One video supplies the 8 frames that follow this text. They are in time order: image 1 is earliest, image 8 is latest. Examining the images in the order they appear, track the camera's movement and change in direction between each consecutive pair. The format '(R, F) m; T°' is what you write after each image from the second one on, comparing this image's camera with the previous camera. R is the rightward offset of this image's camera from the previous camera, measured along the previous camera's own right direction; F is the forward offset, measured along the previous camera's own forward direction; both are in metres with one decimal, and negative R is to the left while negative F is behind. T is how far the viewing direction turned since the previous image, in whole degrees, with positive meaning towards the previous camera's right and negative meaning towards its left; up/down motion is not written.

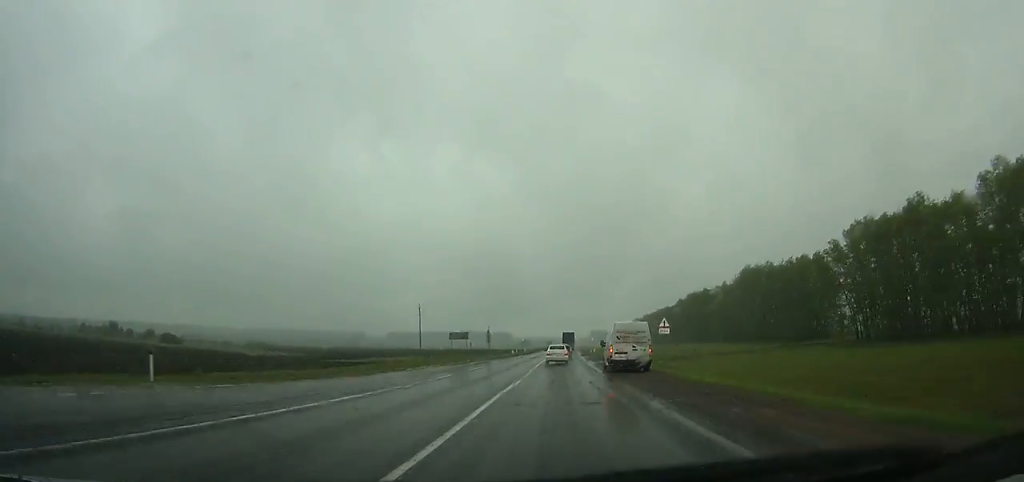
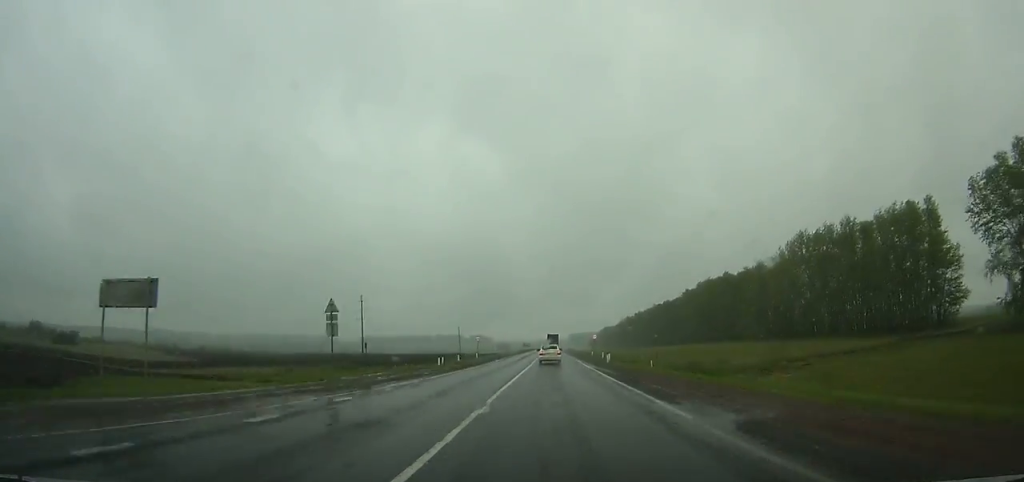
(+0.3, +58.7) m; +1°
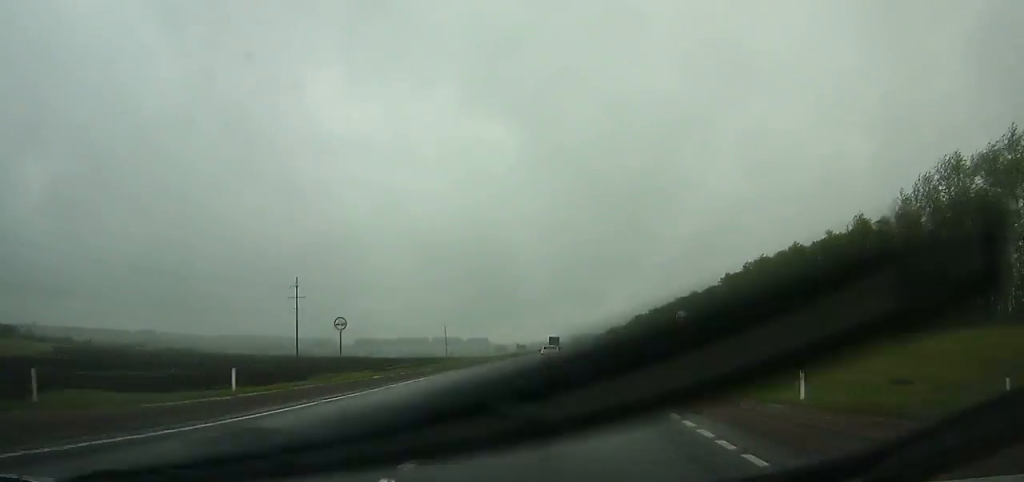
(+0.5, +59.0) m; +1°
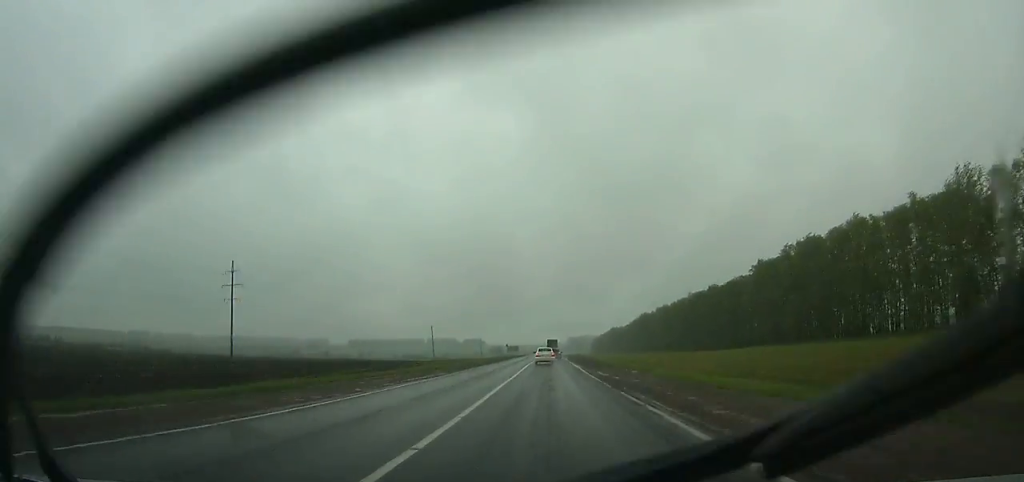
(0.0, +33.0) m; 0°
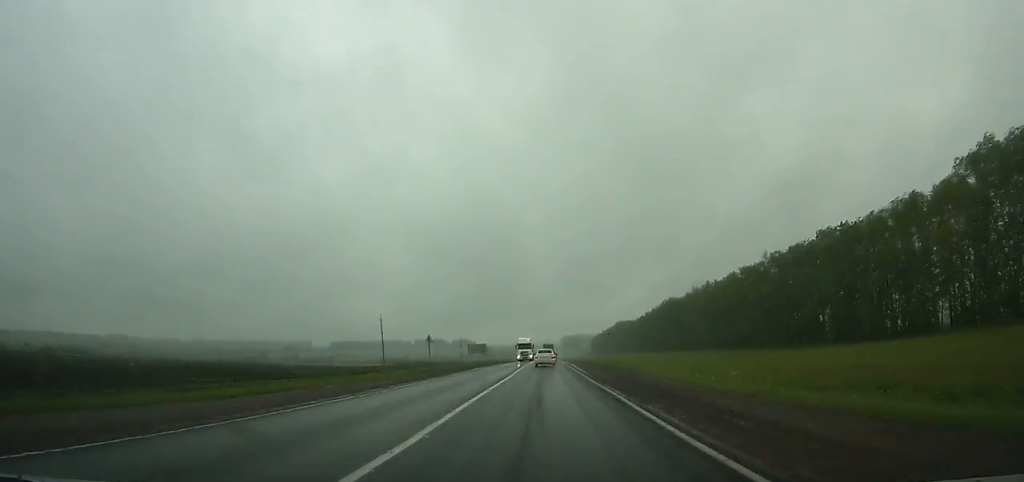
(+0.4, +90.6) m; 0°
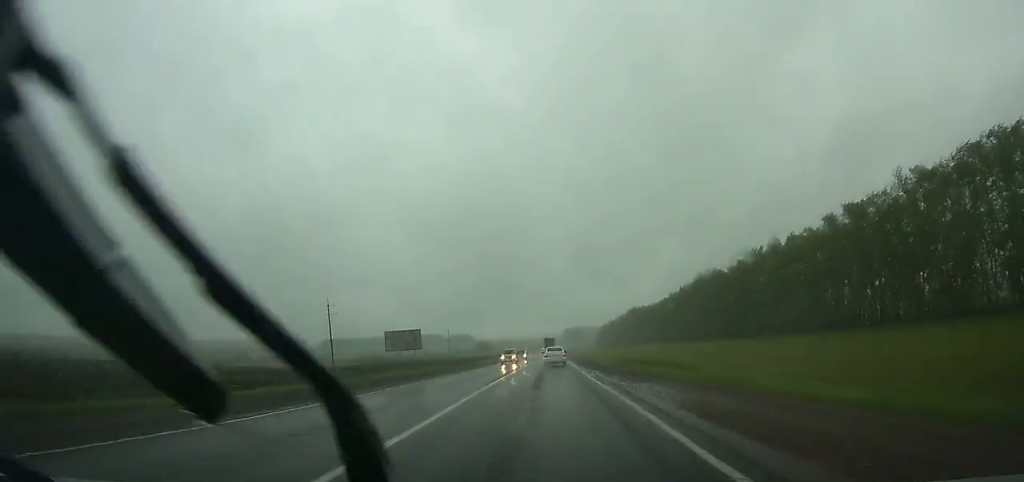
(+0.1, +62.1) m; 0°
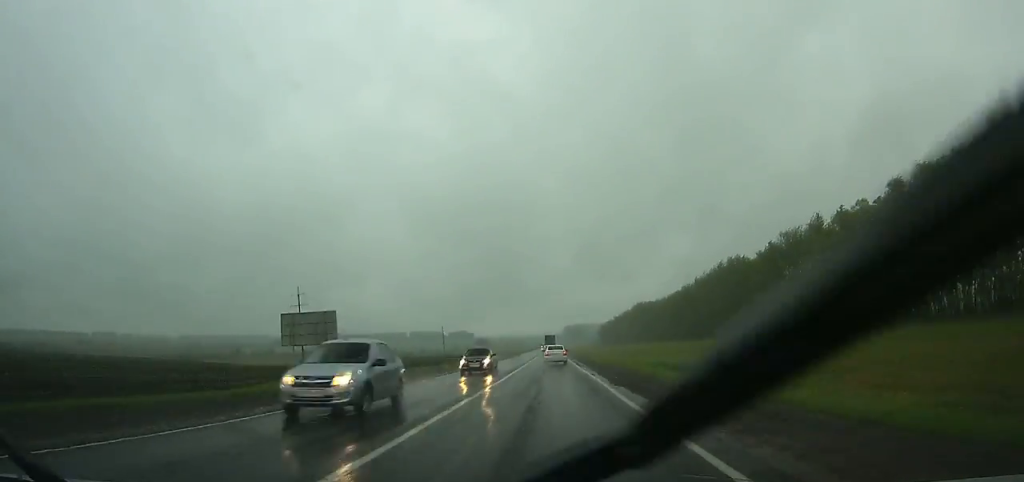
(+0.1, +23.5) m; 0°
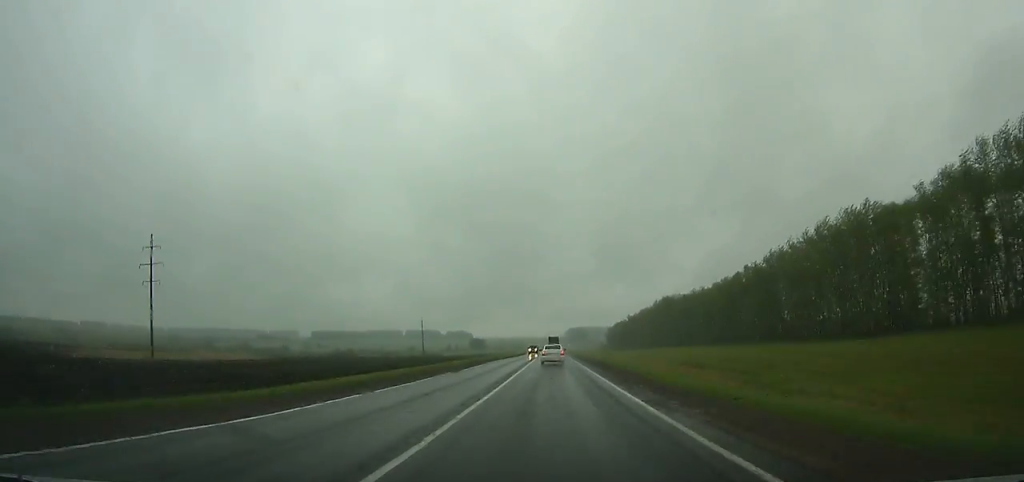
(-0.1, +69.5) m; 0°
